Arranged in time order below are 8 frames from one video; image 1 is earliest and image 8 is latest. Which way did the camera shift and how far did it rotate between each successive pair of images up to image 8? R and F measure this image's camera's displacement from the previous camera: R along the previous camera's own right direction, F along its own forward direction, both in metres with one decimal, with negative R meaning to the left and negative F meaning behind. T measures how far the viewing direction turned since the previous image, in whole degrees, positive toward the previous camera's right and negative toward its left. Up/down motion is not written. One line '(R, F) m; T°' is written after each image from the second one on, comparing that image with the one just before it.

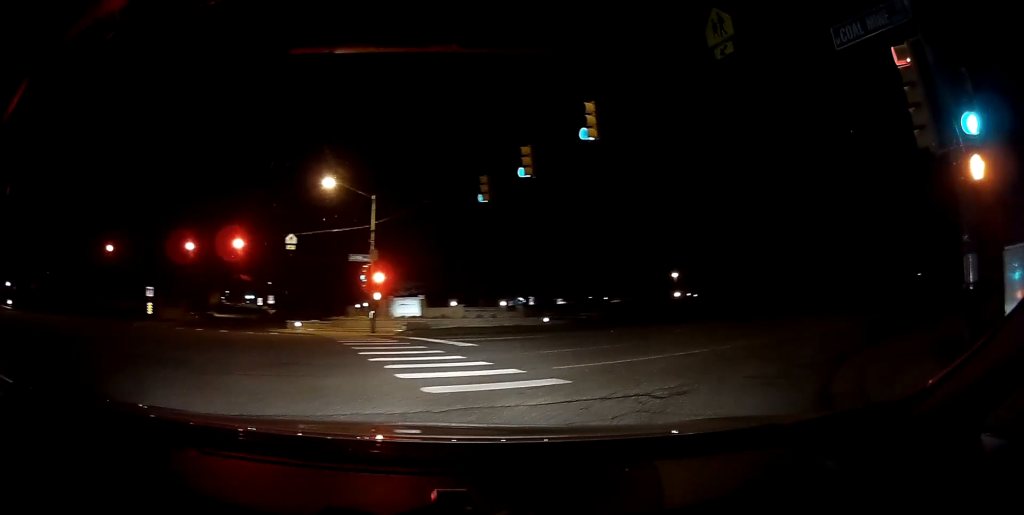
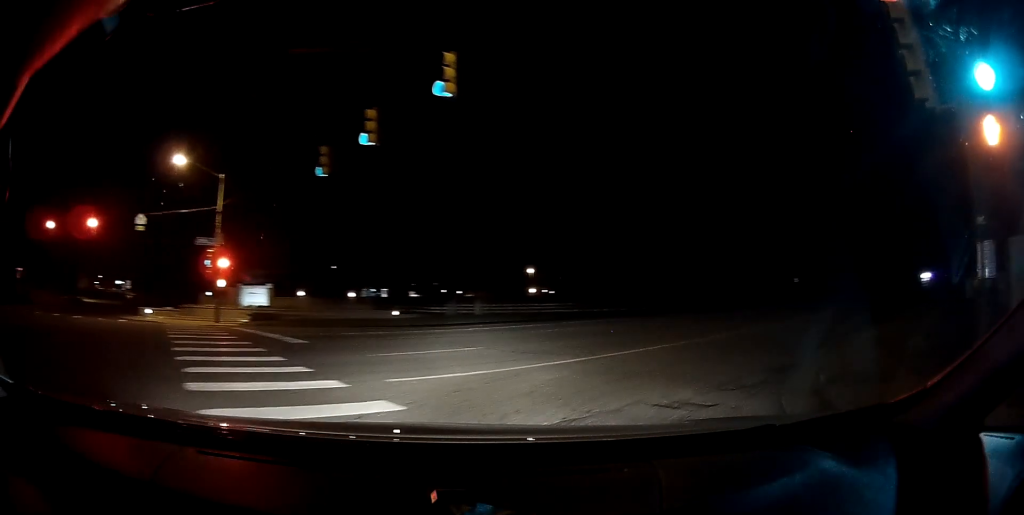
(+0.3, +4.2) m; +9°
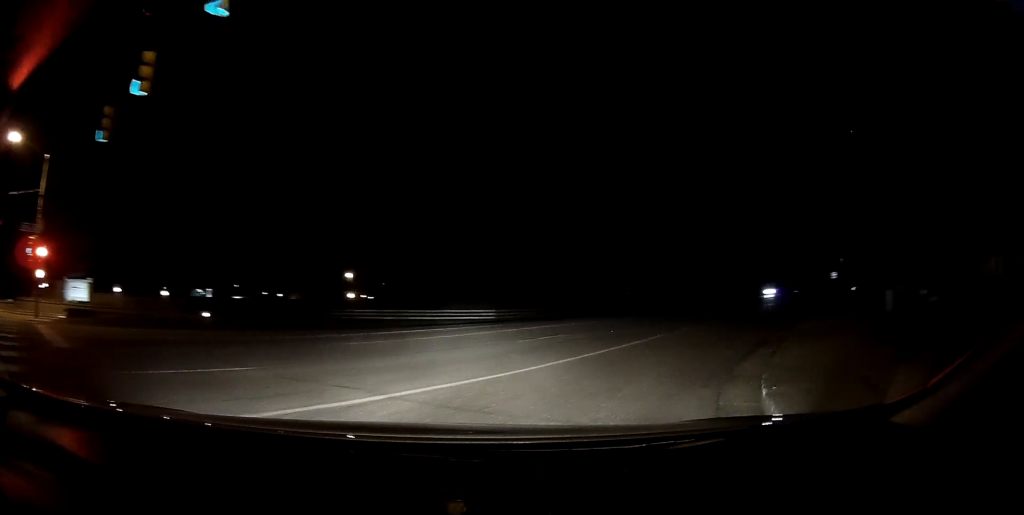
(+0.5, +6.0) m; +14°
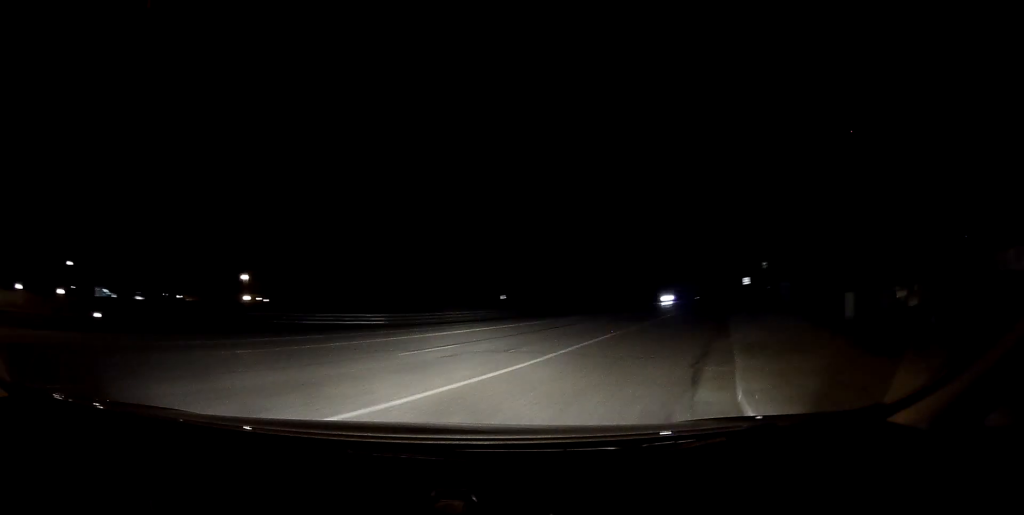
(+0.2, +4.0) m; +9°
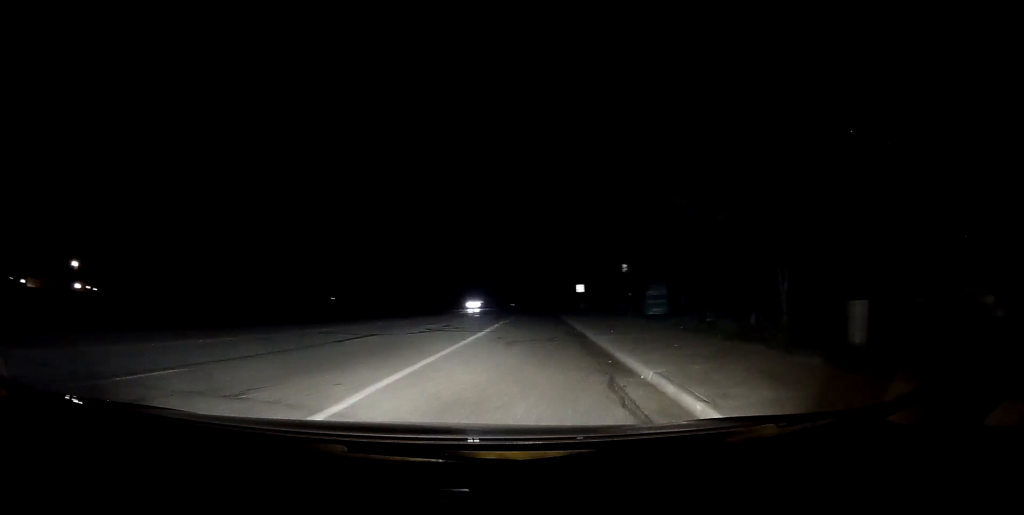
(+1.1, +9.4) m; +6°
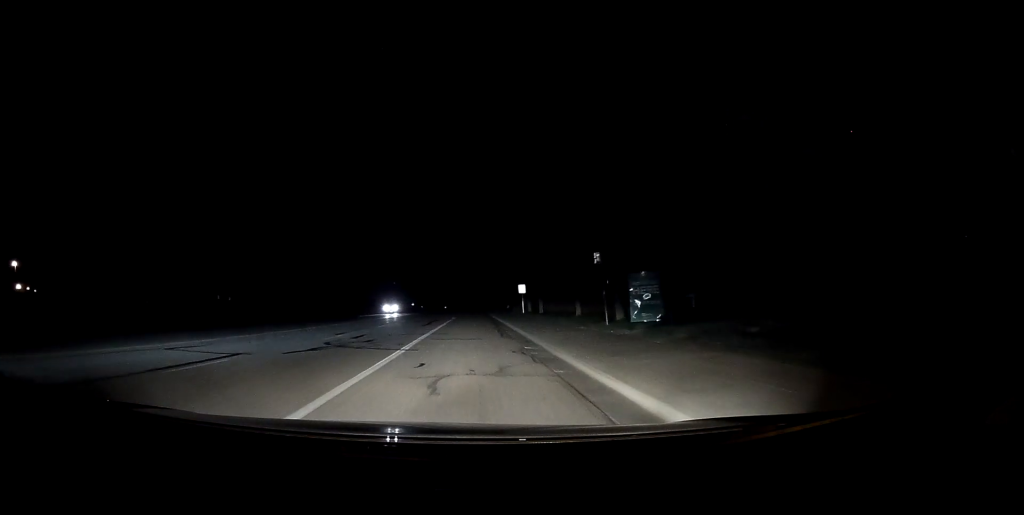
(0.0, +9.6) m; +3°
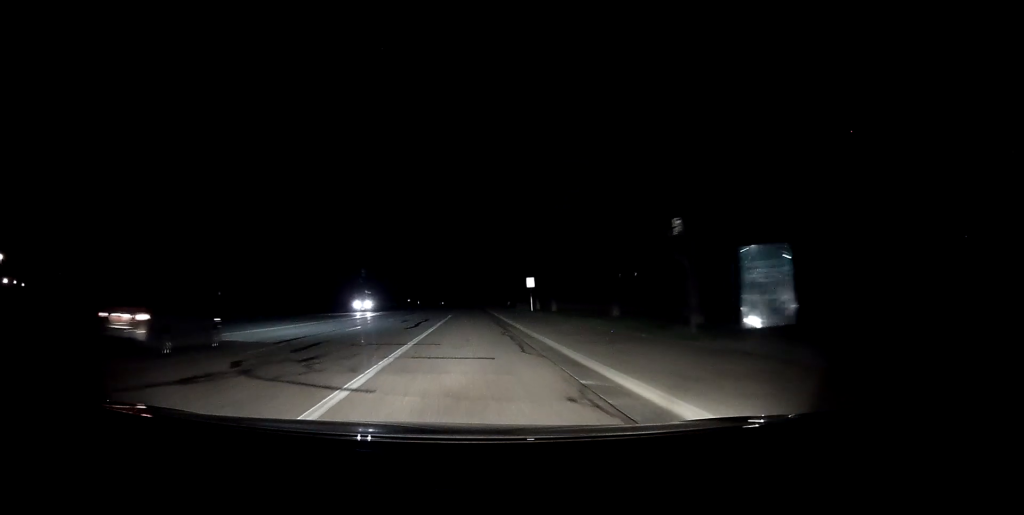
(+0.3, +9.4) m; +1°
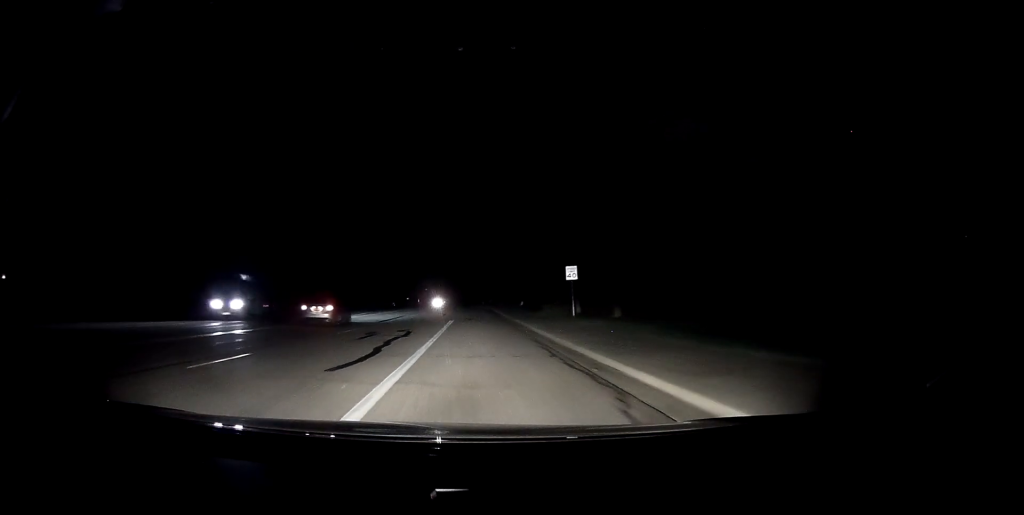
(-0.4, +17.5) m; -3°
